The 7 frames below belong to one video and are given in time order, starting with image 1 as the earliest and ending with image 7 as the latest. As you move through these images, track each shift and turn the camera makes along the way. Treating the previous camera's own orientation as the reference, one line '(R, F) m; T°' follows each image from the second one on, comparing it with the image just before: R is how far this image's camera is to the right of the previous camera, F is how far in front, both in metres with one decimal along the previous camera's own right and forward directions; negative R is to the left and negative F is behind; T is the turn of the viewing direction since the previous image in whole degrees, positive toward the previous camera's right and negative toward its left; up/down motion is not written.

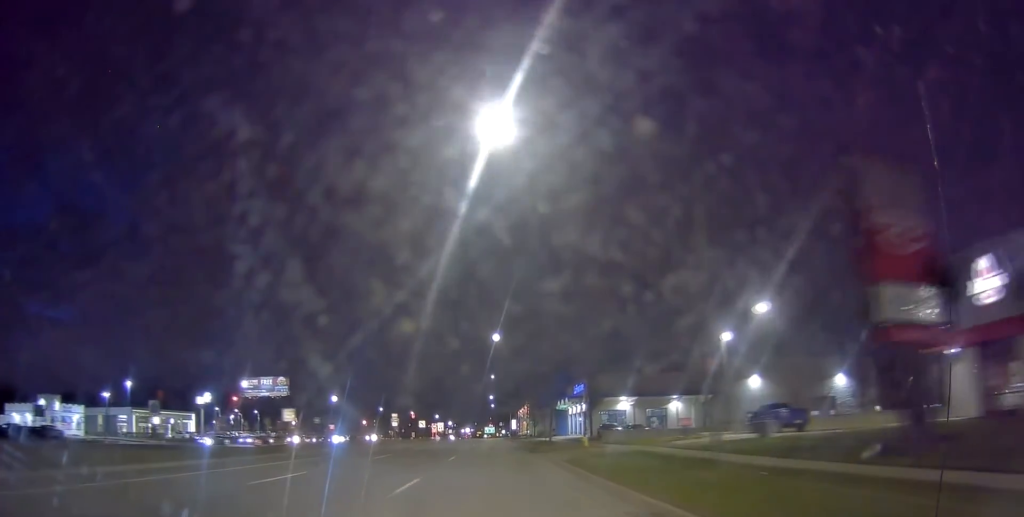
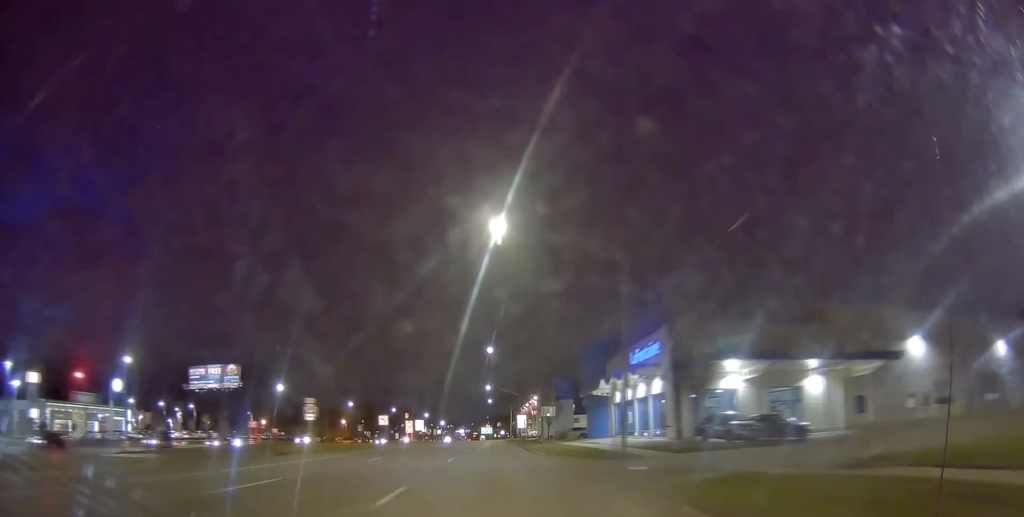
(0.0, +33.6) m; +3°
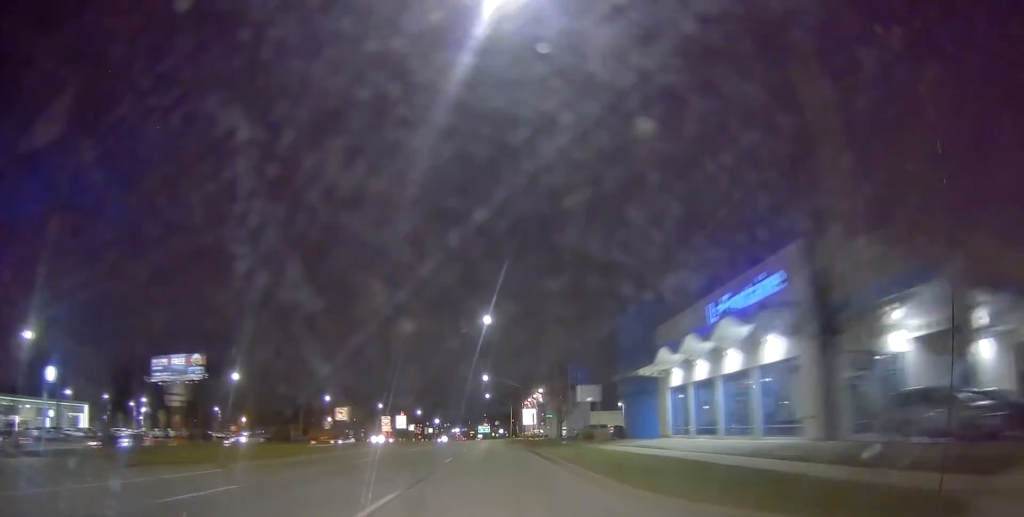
(+0.1, +18.1) m; -2°
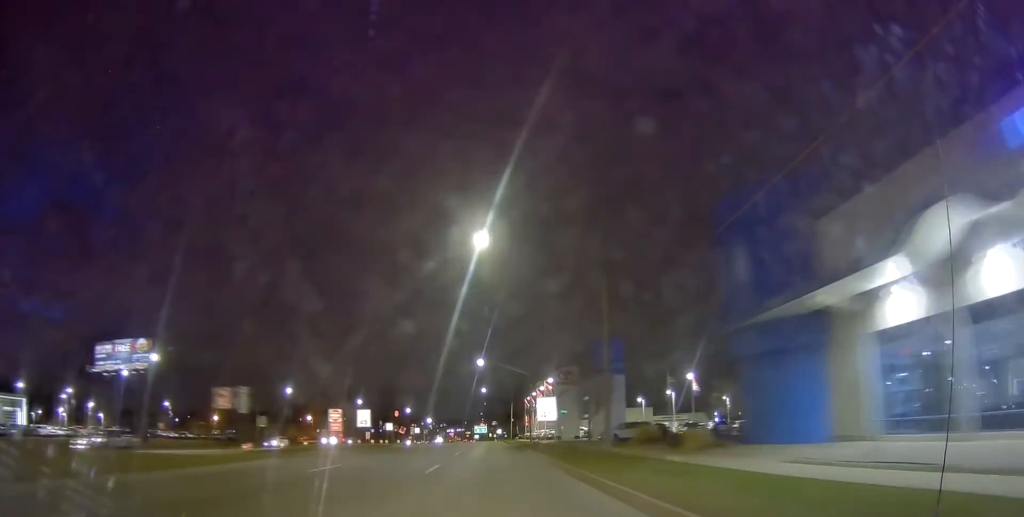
(-0.7, +21.3) m; 0°
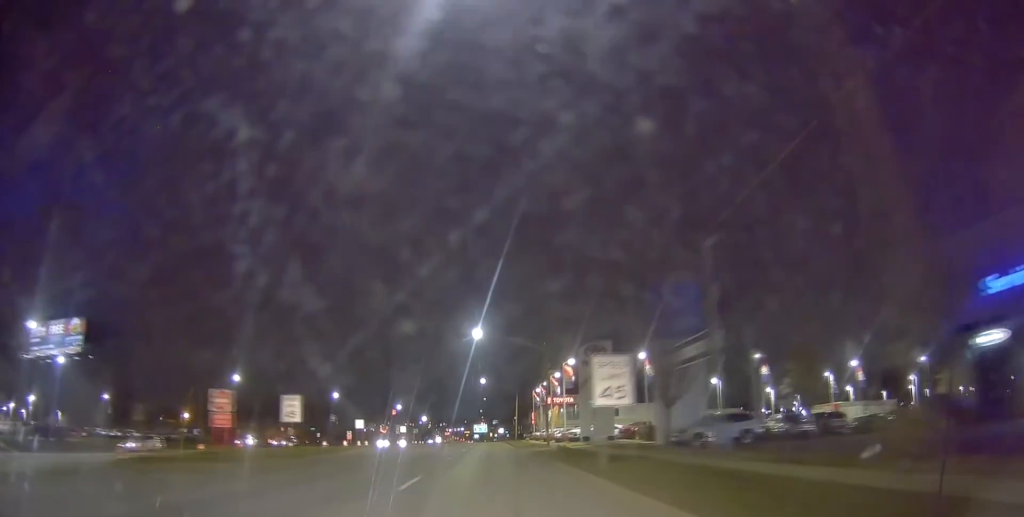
(+0.8, +20.8) m; +2°
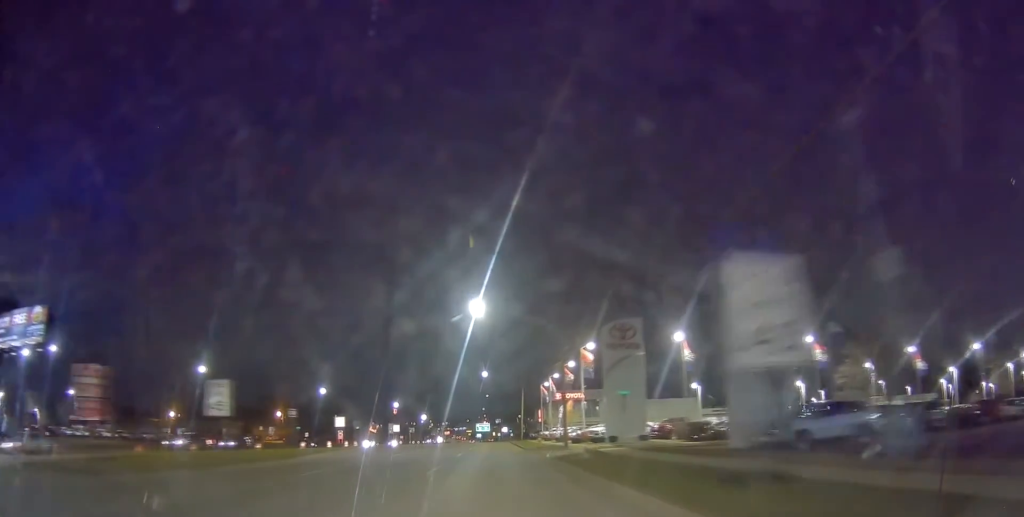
(0.0, +10.3) m; -1°
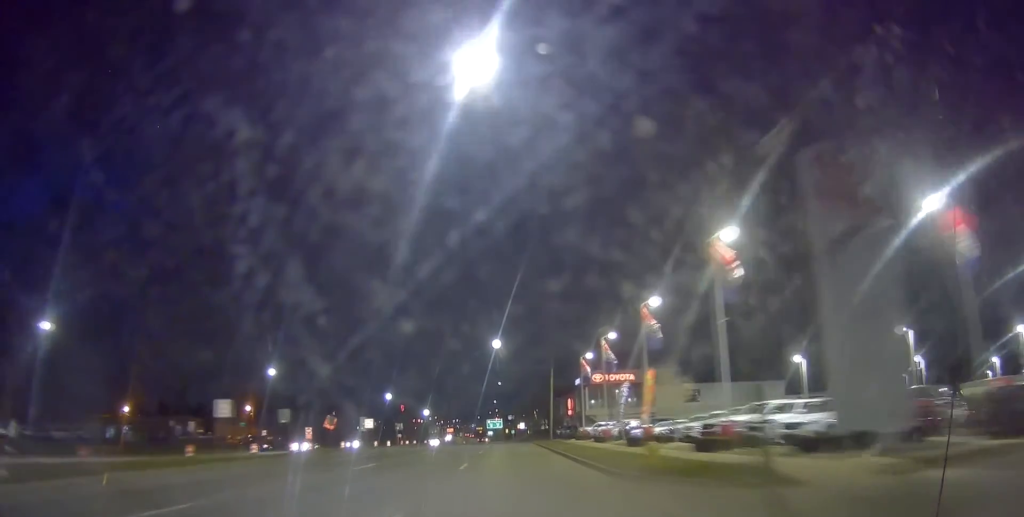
(-0.4, +28.9) m; 0°
